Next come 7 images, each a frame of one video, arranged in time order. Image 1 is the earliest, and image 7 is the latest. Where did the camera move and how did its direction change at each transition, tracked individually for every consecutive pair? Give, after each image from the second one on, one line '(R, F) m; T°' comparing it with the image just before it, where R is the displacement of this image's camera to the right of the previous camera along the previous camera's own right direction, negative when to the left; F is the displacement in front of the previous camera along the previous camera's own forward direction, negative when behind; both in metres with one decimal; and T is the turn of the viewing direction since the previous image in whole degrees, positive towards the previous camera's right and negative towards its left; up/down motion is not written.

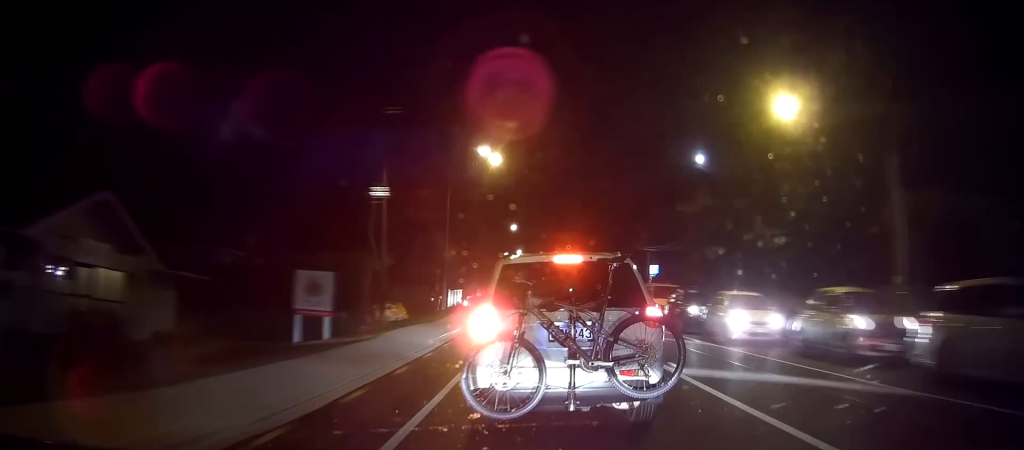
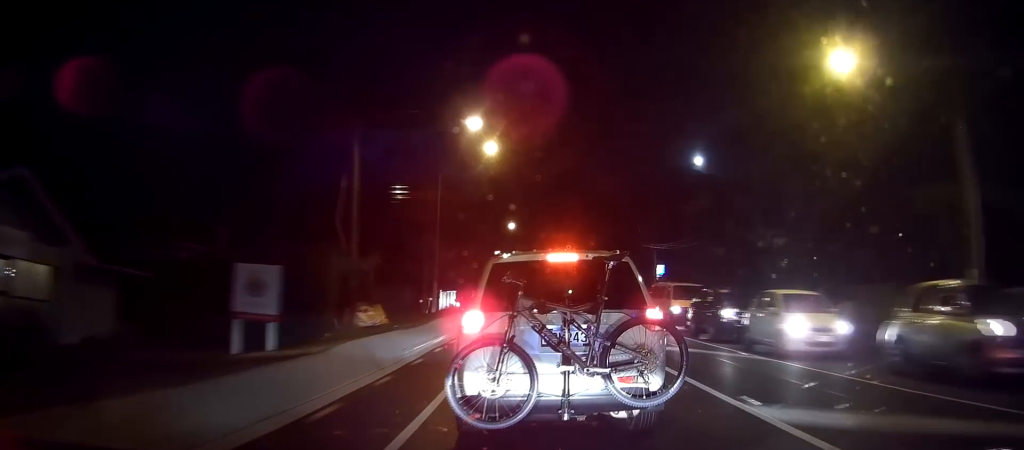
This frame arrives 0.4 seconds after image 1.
(0.0, +4.0) m; 0°
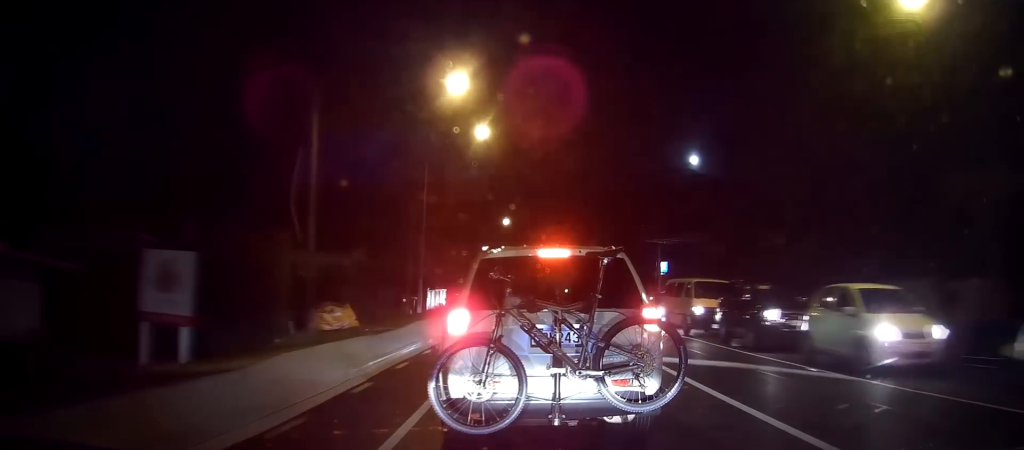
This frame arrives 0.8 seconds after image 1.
(-0.1, +4.4) m; 0°
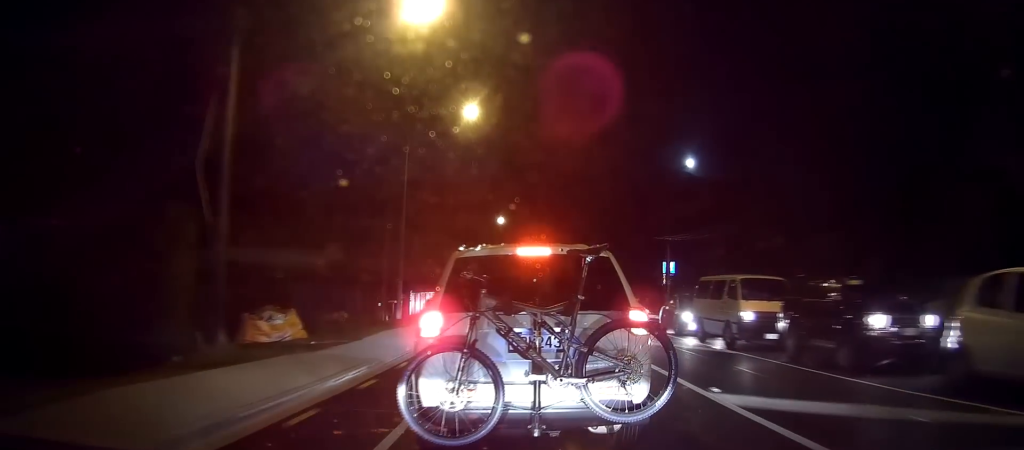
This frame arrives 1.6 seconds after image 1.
(+0.1, +5.4) m; +2°
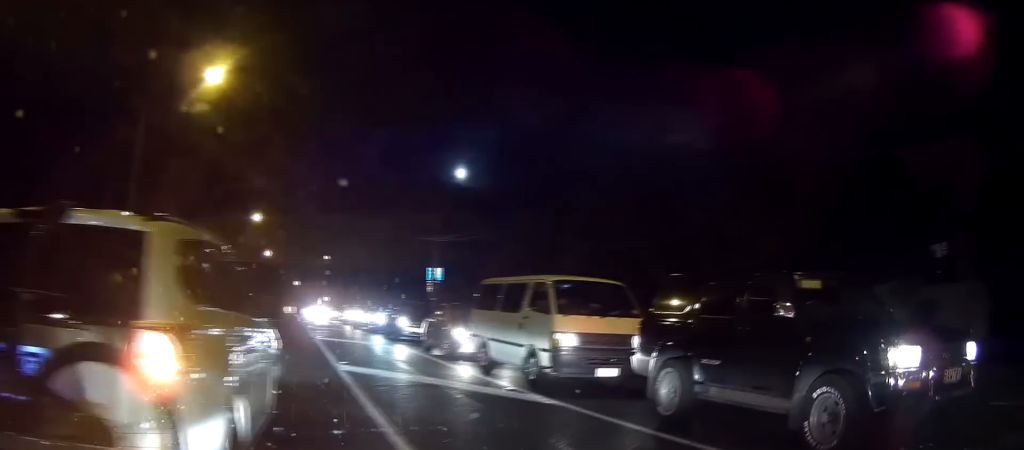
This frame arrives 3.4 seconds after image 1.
(+0.5, +6.9) m; +10°
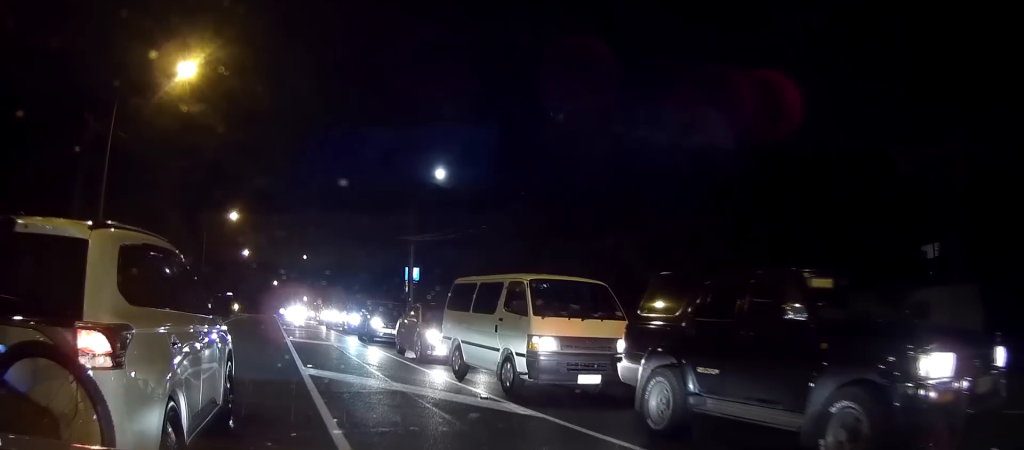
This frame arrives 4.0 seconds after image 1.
(+0.2, +1.3) m; 0°
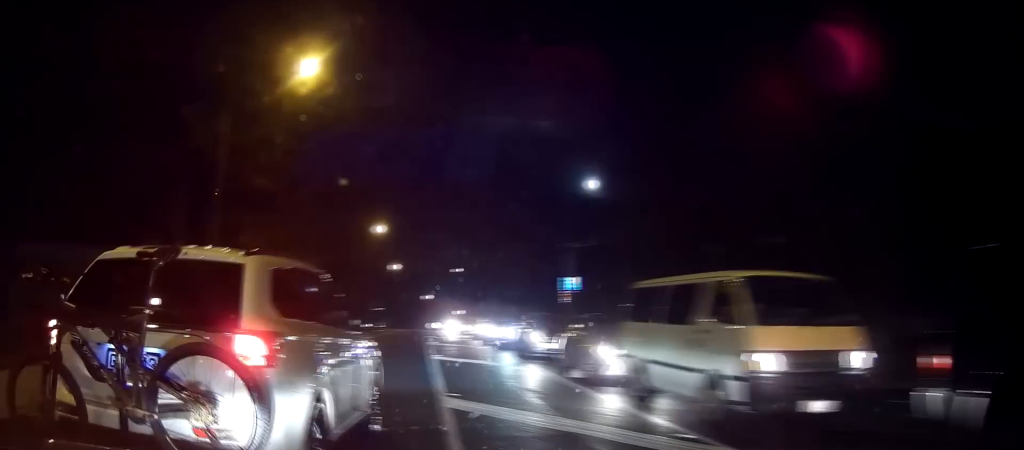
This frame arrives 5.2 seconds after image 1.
(-0.4, +2.9) m; -7°
